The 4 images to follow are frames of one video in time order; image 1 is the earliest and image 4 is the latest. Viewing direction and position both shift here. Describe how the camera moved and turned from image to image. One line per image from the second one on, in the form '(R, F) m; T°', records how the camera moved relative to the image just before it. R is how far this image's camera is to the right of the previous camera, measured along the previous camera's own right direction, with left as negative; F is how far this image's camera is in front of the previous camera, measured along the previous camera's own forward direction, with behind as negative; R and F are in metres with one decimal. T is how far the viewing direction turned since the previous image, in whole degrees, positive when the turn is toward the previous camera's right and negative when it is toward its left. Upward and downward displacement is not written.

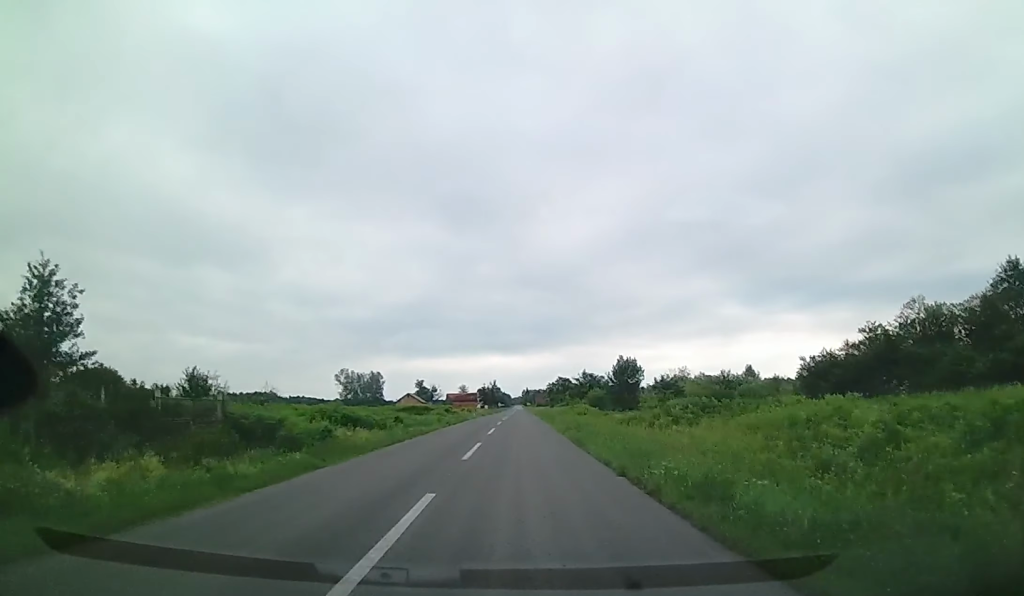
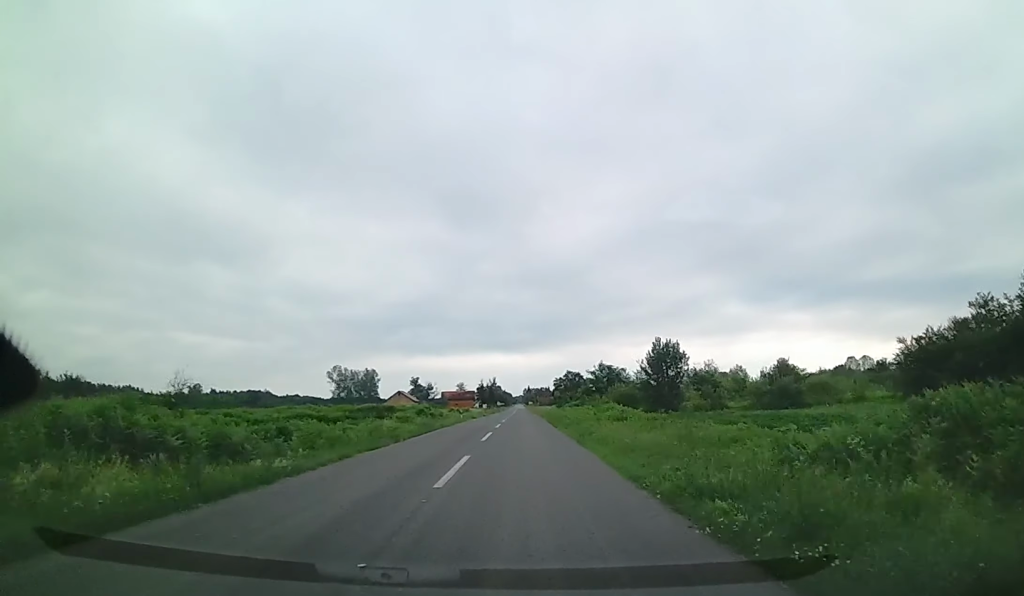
(-0.3, +18.8) m; 0°
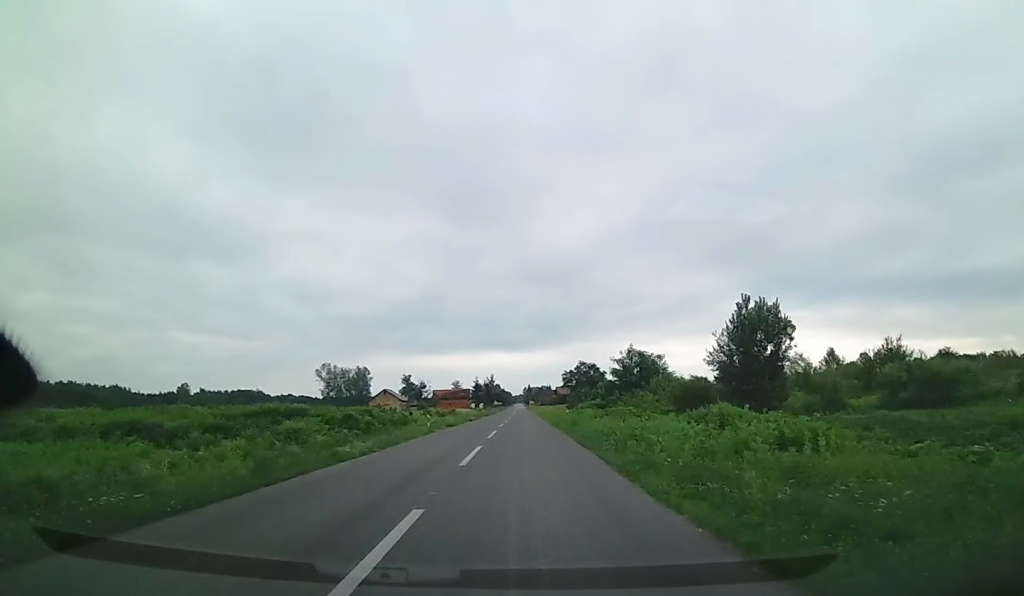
(+0.5, +20.9) m; +1°
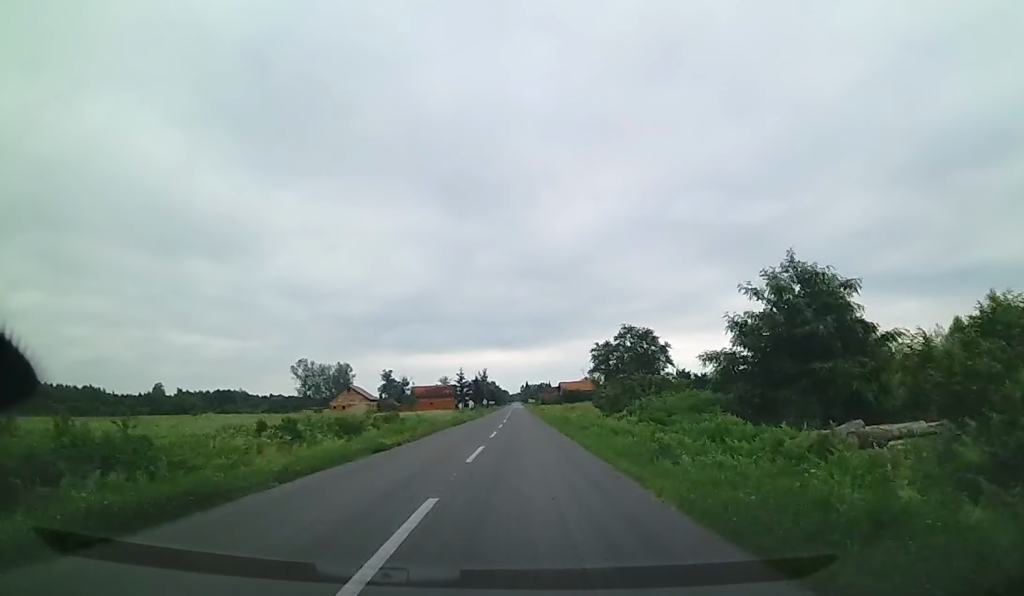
(0.0, +34.6) m; +1°
